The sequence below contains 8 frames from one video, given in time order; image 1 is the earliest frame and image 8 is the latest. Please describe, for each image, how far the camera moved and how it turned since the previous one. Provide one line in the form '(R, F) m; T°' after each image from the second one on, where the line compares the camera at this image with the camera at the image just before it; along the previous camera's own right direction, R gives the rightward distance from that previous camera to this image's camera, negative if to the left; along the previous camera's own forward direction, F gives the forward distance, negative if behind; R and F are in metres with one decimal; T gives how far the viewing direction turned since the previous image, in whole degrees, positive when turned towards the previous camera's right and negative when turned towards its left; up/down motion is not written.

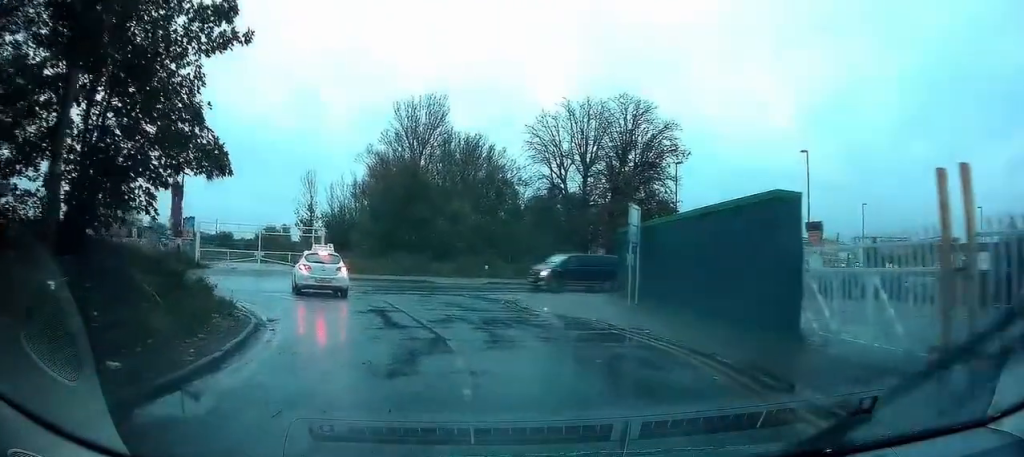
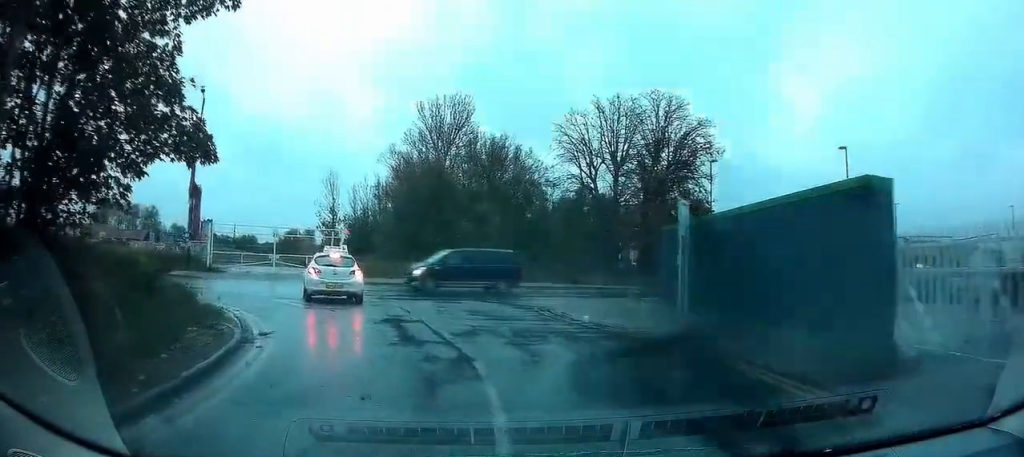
(+0.2, +2.2) m; -5°
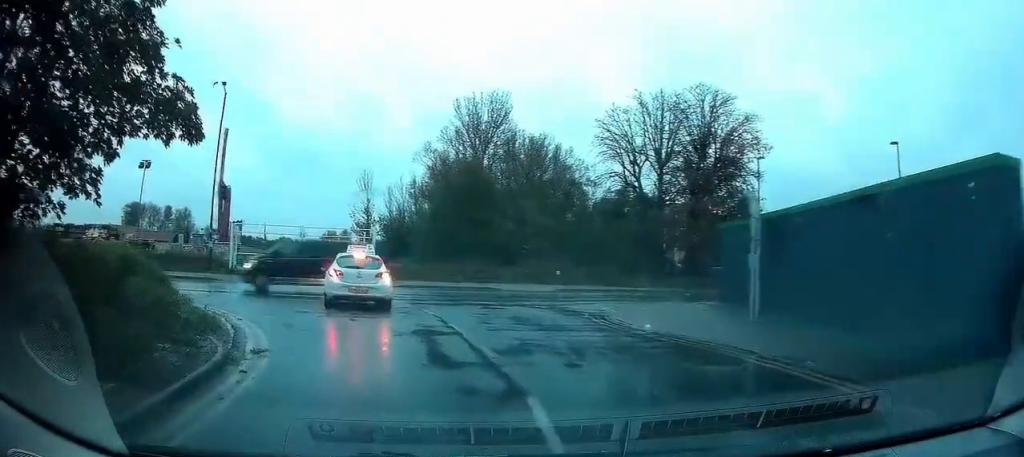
(-0.1, +2.2) m; -9°
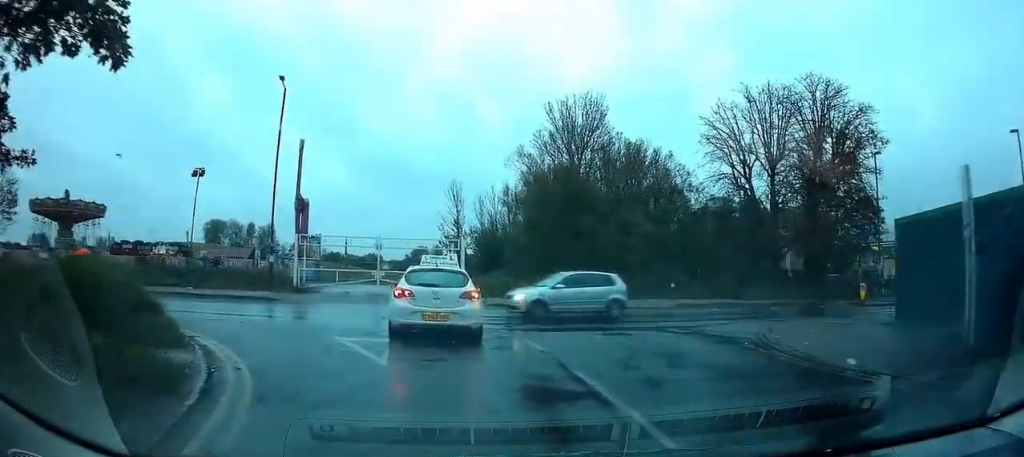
(-0.9, +4.6) m; -12°
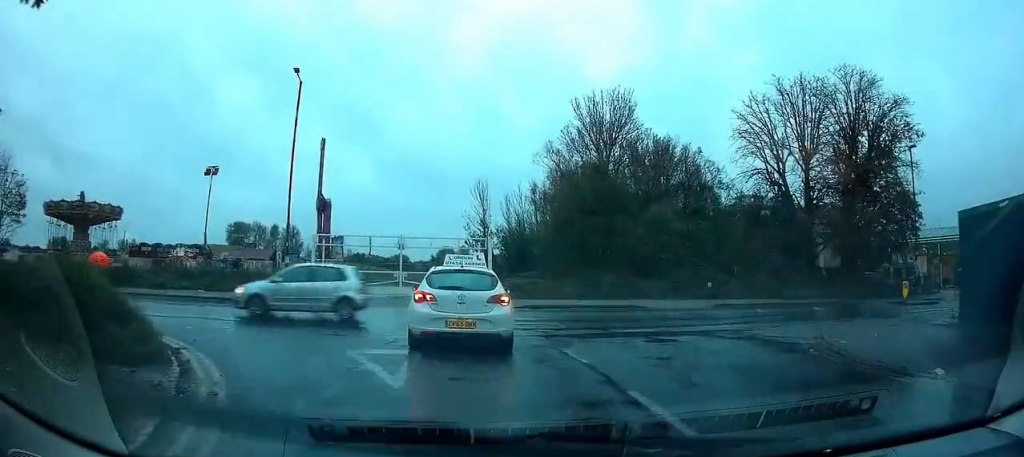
(-0.1, +1.7) m; +2°
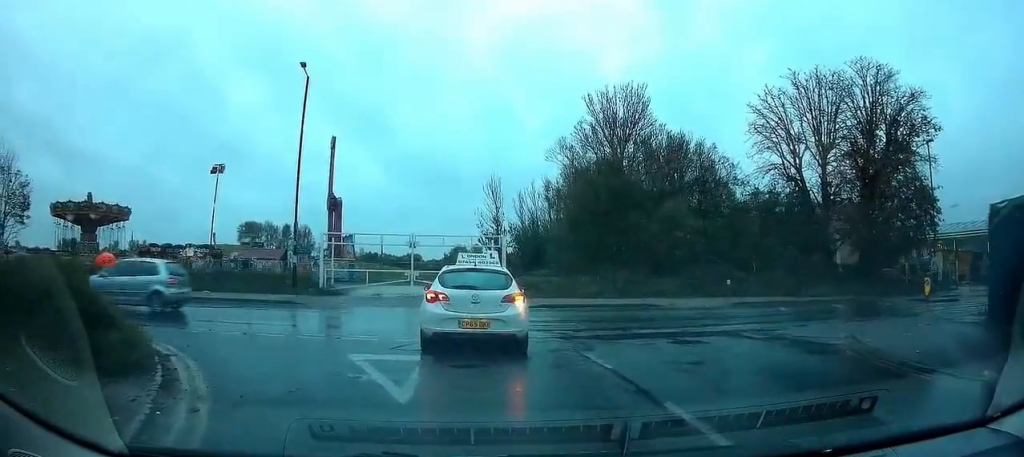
(0.0, +0.9) m; +1°
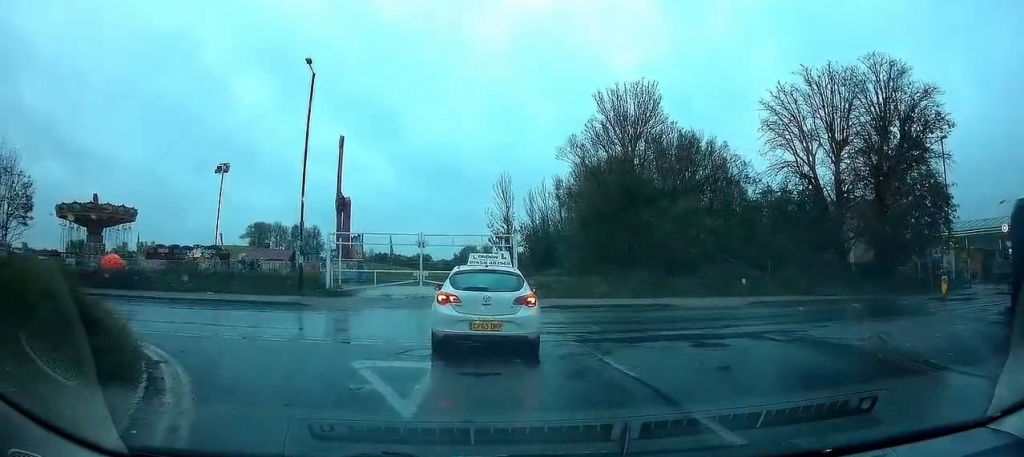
(+0.1, +0.7) m; +1°
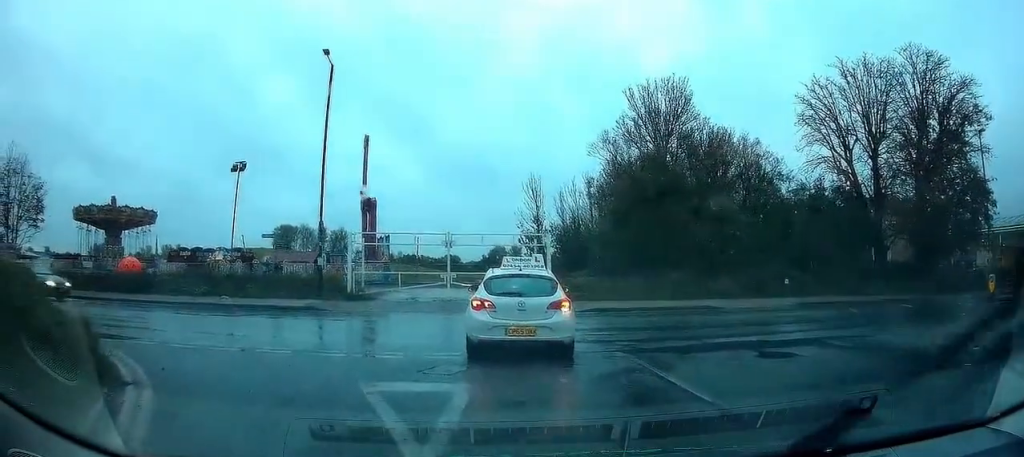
(-0.1, +1.8) m; -9°
